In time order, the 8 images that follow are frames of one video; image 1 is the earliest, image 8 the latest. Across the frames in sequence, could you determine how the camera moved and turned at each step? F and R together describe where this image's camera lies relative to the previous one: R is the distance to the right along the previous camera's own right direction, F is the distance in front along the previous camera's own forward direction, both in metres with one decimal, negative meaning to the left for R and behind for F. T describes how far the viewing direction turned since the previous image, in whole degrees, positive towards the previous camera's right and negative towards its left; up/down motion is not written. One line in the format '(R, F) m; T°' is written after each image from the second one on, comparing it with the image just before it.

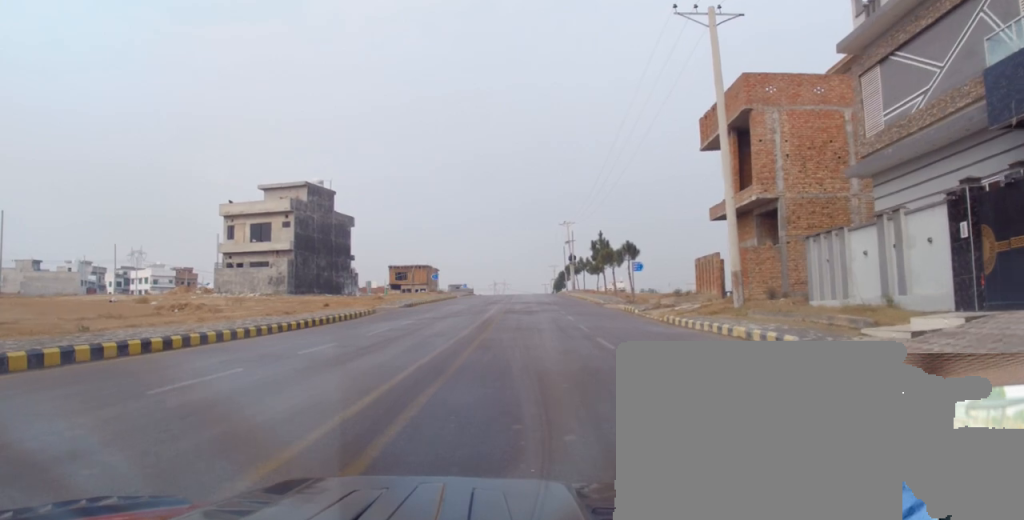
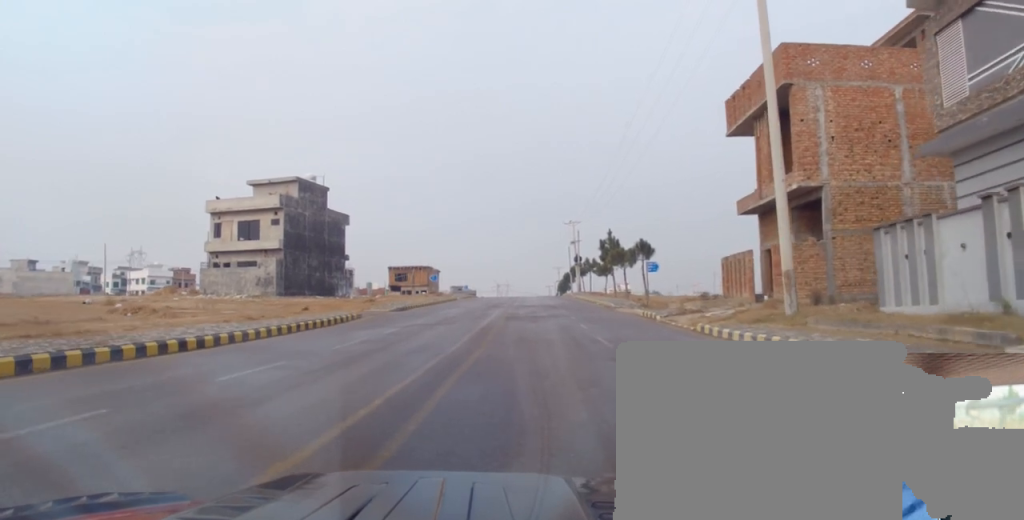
(-0.3, +4.3) m; +1°
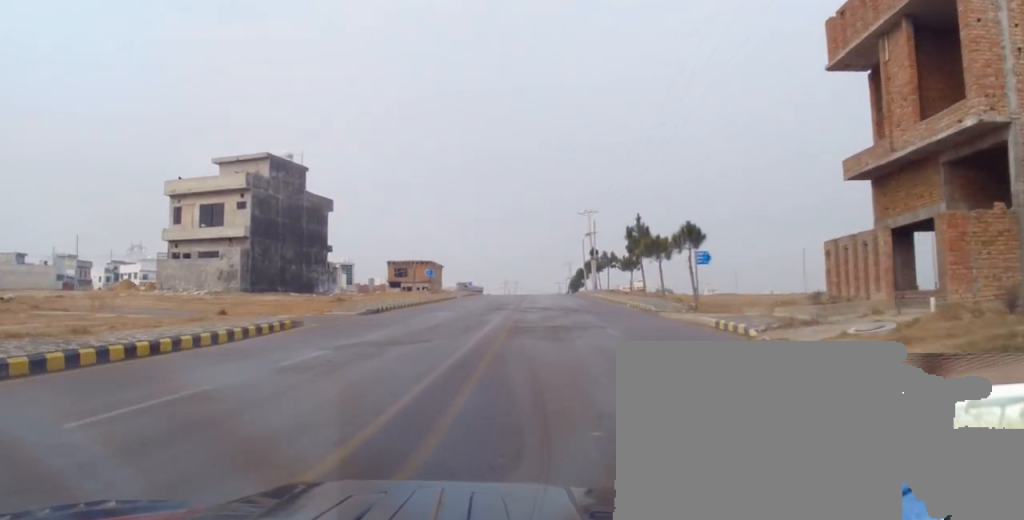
(+0.7, +10.2) m; +2°
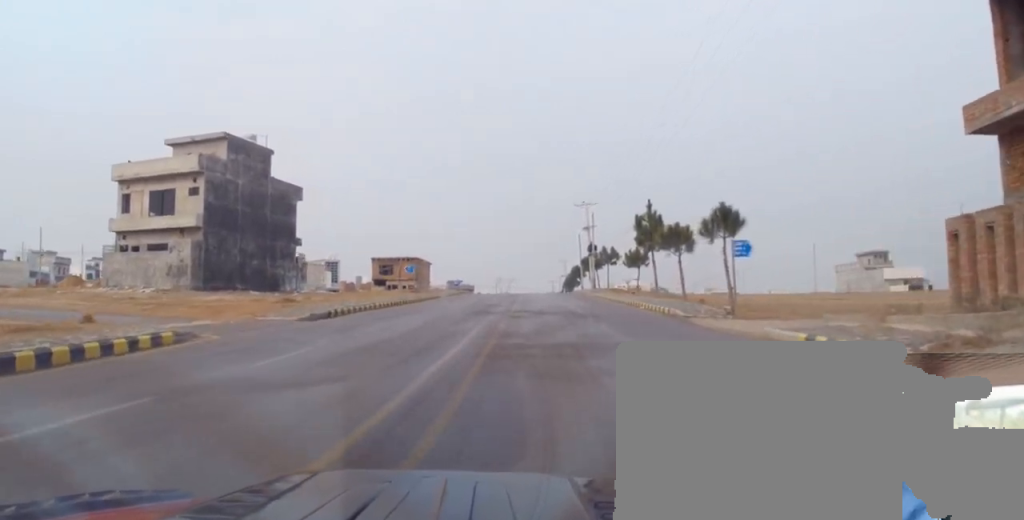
(-0.3, +7.1) m; -2°
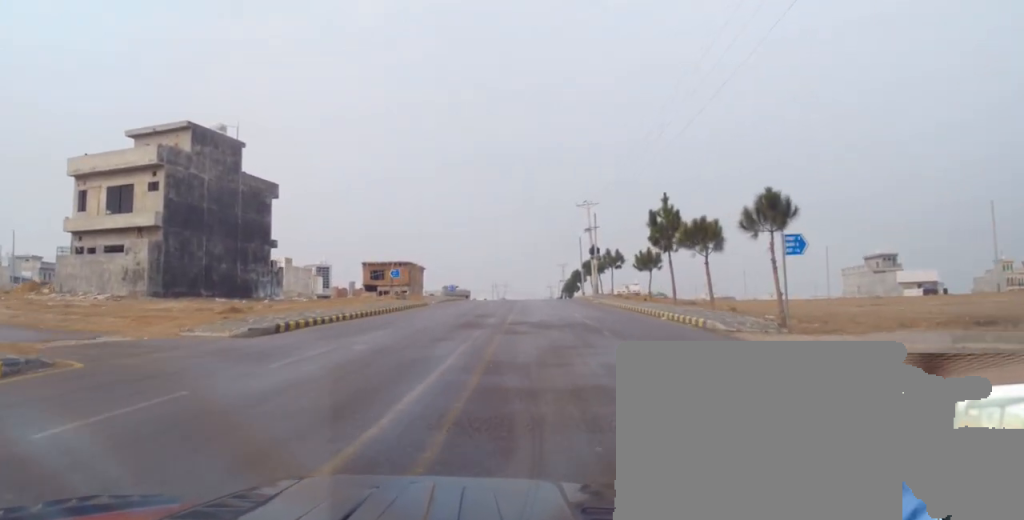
(-0.2, +5.4) m; 0°
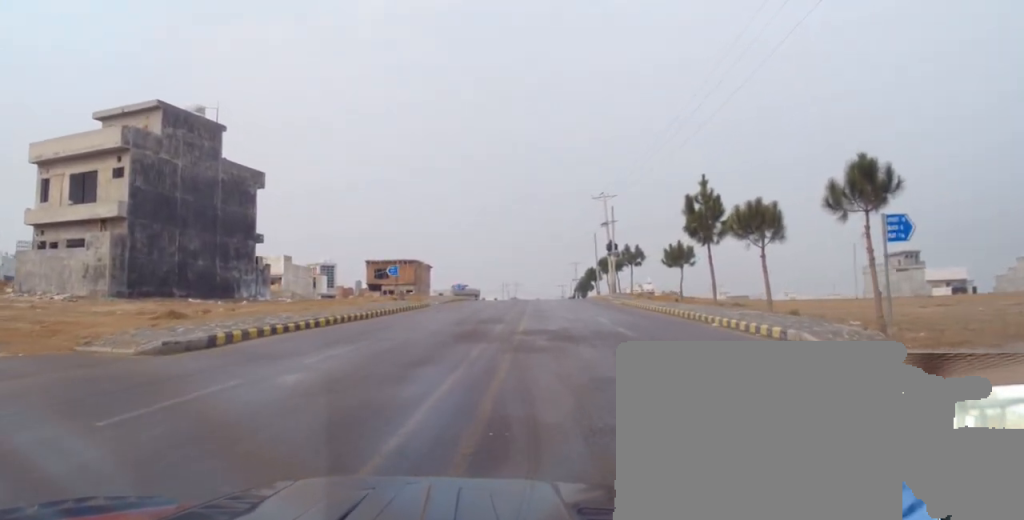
(+0.4, +5.3) m; 0°
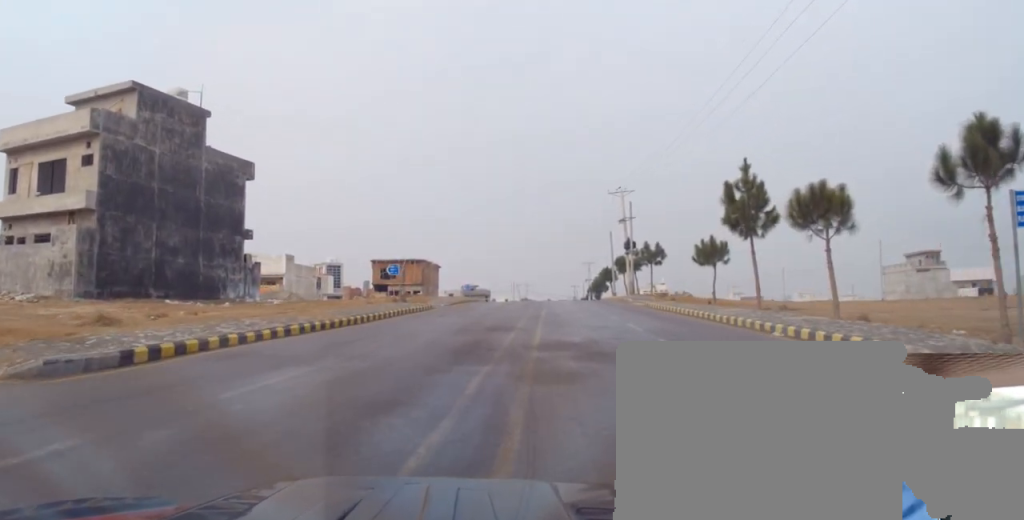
(-0.2, +4.1) m; 0°
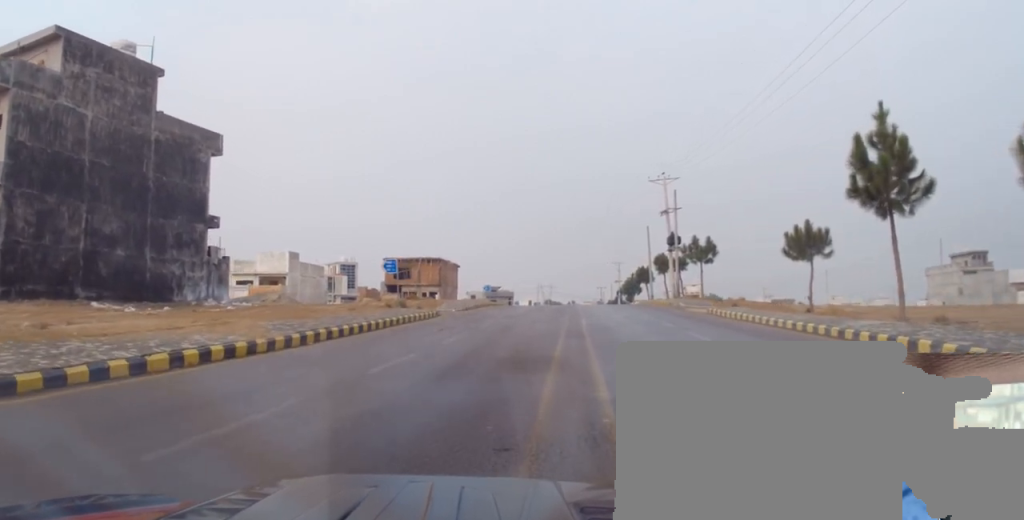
(+0.1, +8.6) m; 0°
